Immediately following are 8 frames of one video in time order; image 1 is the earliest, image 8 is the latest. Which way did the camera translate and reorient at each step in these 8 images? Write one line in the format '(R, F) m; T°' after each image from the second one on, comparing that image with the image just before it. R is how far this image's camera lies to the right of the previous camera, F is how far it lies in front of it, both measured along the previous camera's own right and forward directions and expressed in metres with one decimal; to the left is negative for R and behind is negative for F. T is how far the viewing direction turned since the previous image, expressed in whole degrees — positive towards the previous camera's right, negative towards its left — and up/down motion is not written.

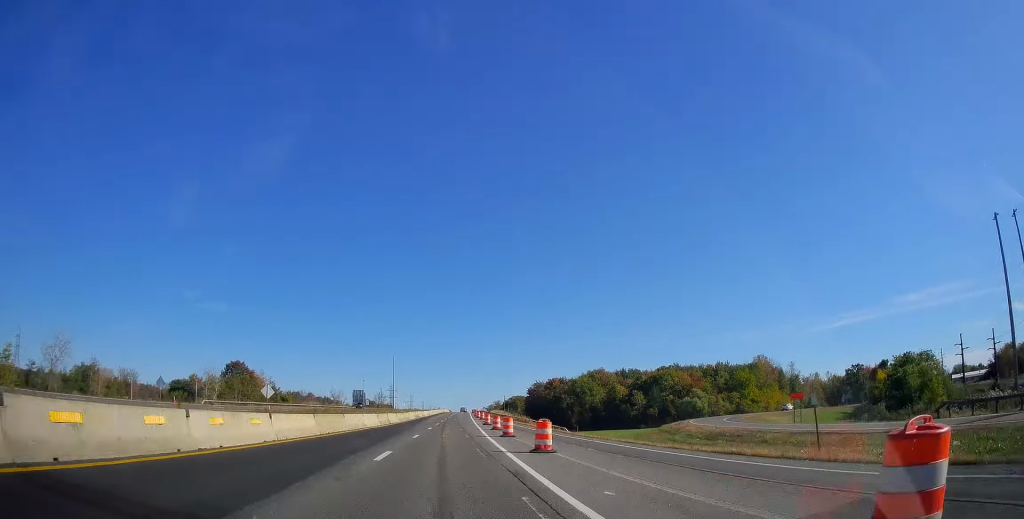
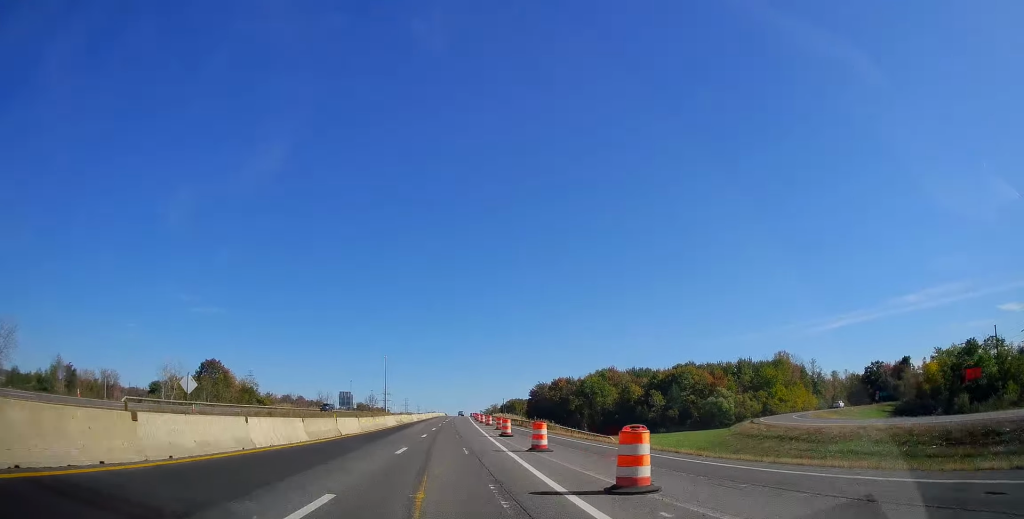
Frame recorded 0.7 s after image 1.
(+0.1, +20.5) m; 0°
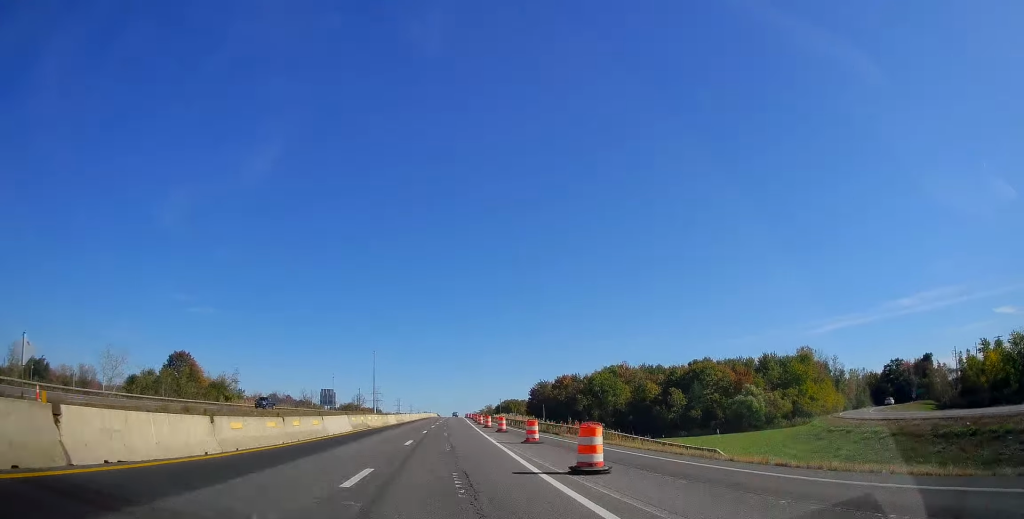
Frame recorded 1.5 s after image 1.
(0.0, +20.5) m; 0°
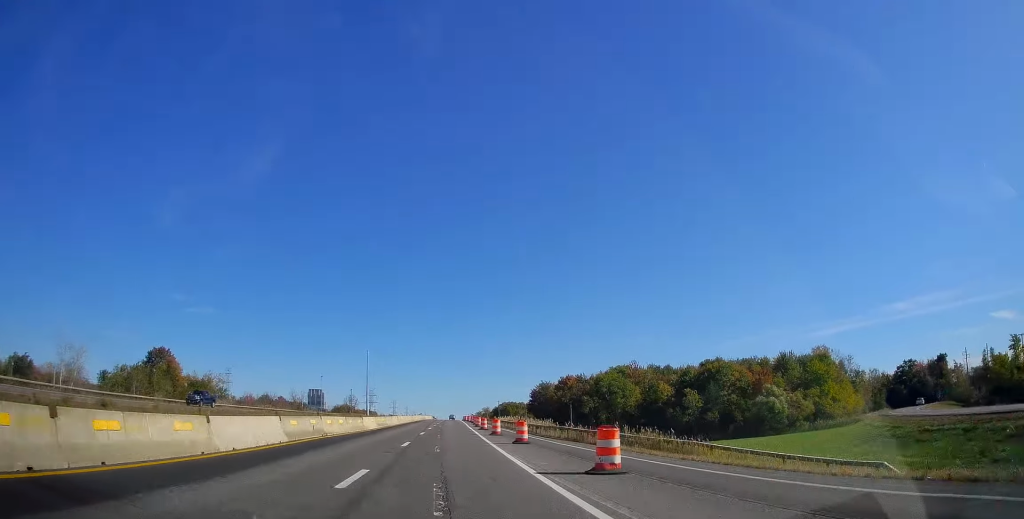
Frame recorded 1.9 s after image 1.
(-0.1, +12.1) m; 0°
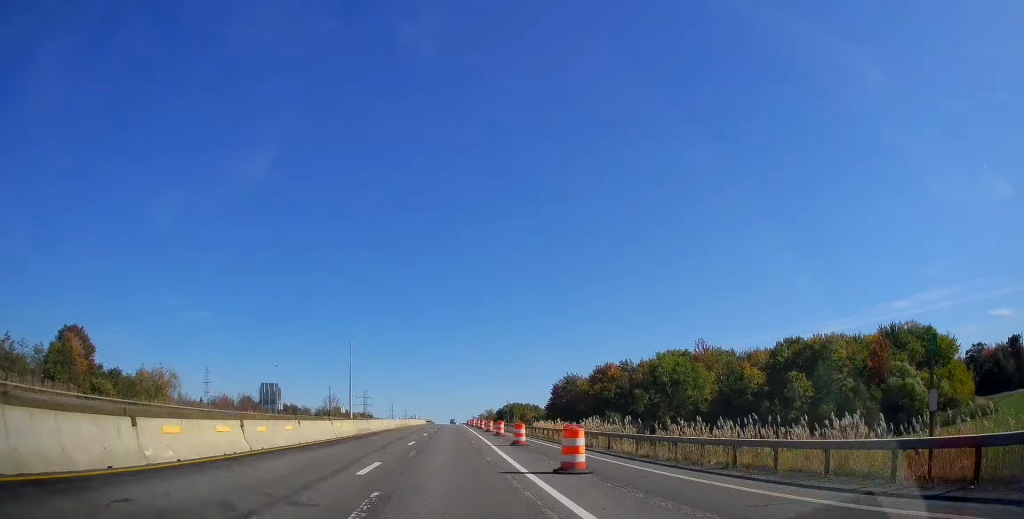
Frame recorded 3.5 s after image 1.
(+0.9, +45.9) m; +1°
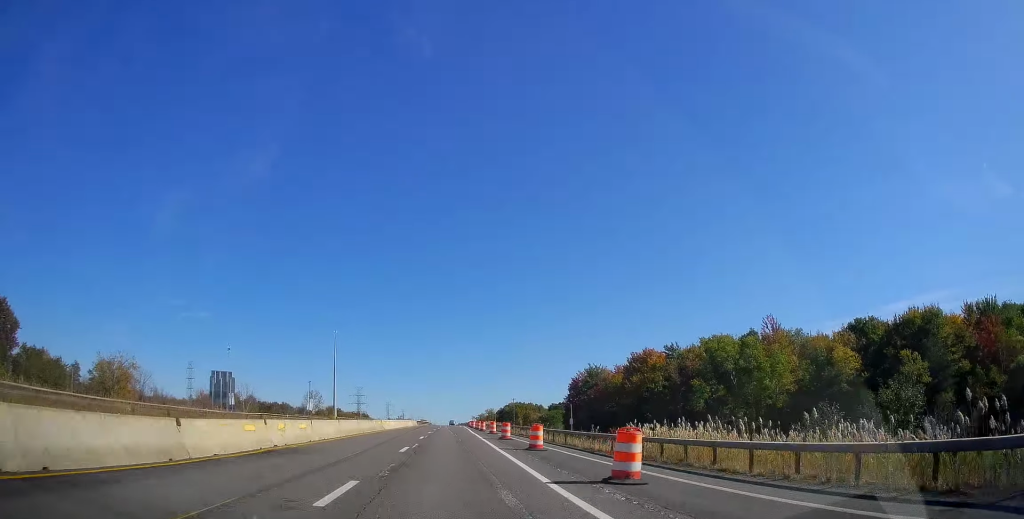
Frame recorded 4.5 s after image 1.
(-0.2, +28.2) m; -1°
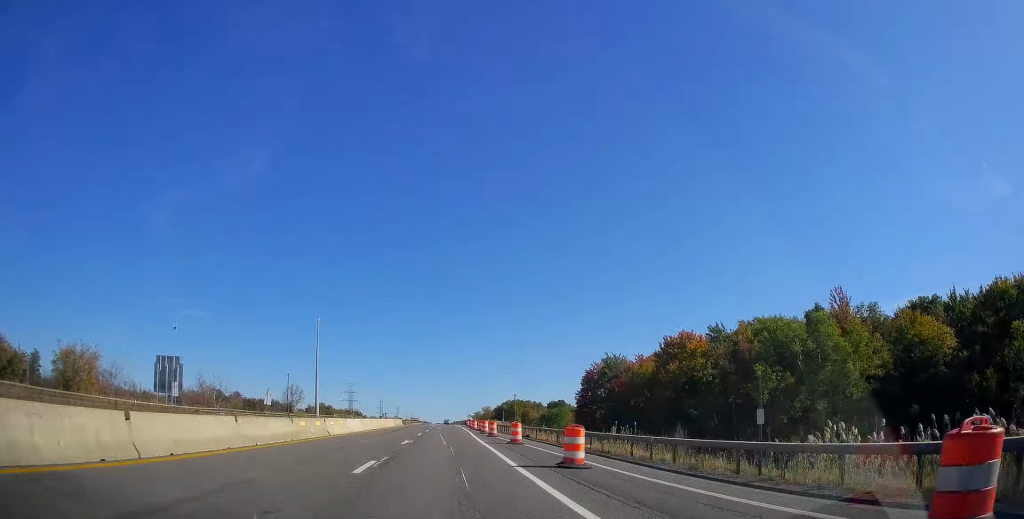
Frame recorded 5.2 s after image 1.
(-0.3, +19.8) m; 0°
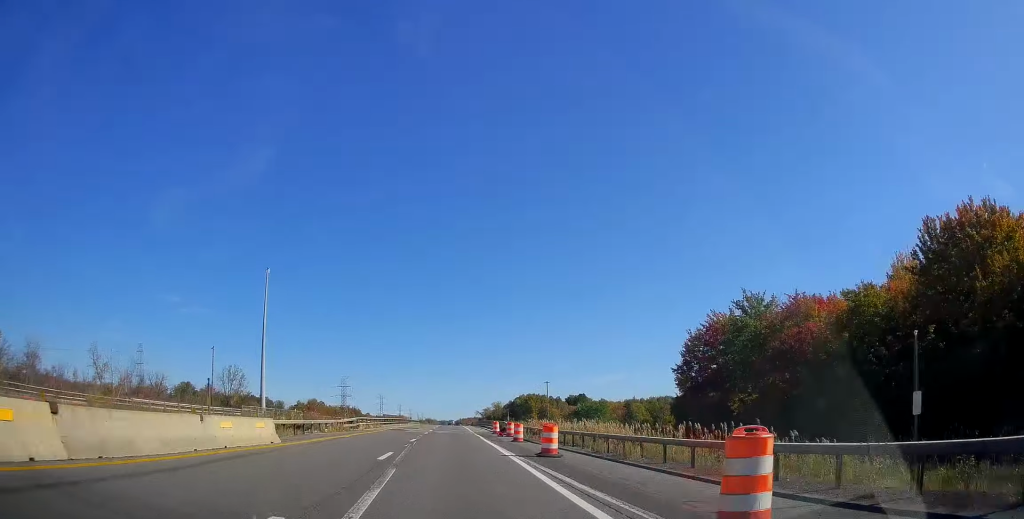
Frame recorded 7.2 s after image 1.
(+0.7, +56.3) m; +1°
